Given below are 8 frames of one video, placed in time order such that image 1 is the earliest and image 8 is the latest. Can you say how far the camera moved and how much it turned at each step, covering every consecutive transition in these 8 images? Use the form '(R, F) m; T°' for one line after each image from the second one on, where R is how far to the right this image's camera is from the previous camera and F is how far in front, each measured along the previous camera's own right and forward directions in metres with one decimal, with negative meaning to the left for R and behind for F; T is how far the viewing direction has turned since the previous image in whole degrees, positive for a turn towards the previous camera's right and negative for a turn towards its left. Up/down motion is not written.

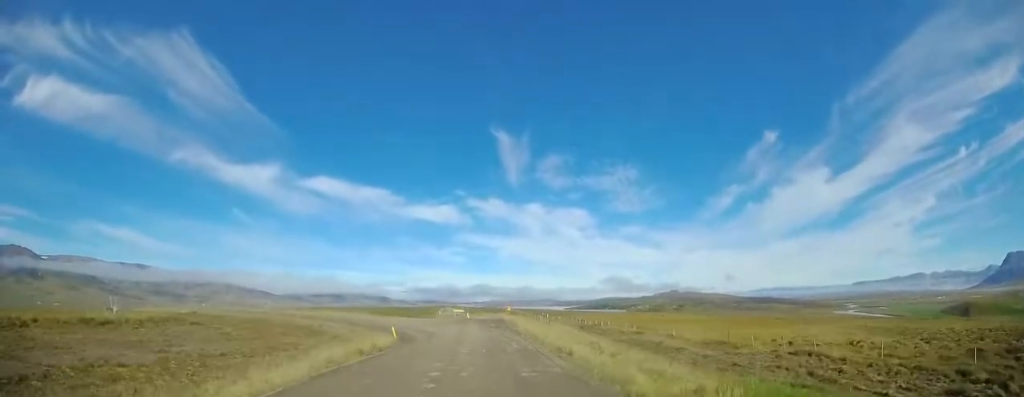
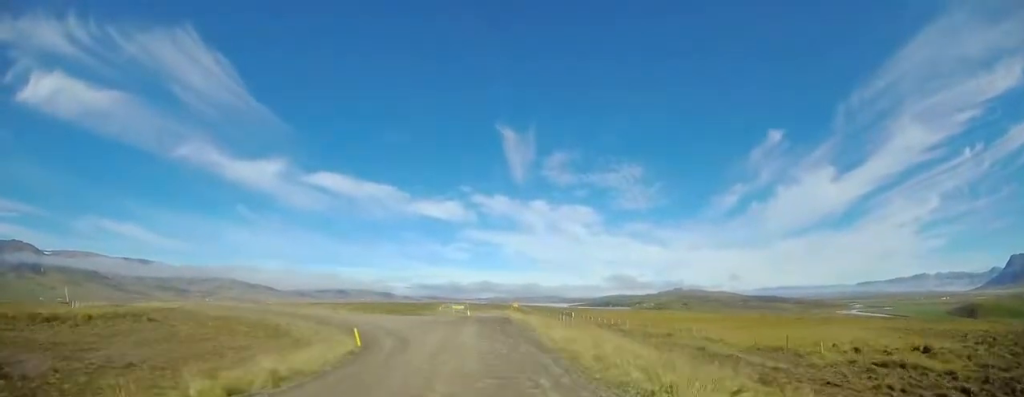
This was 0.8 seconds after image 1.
(-0.1, +8.0) m; -2°
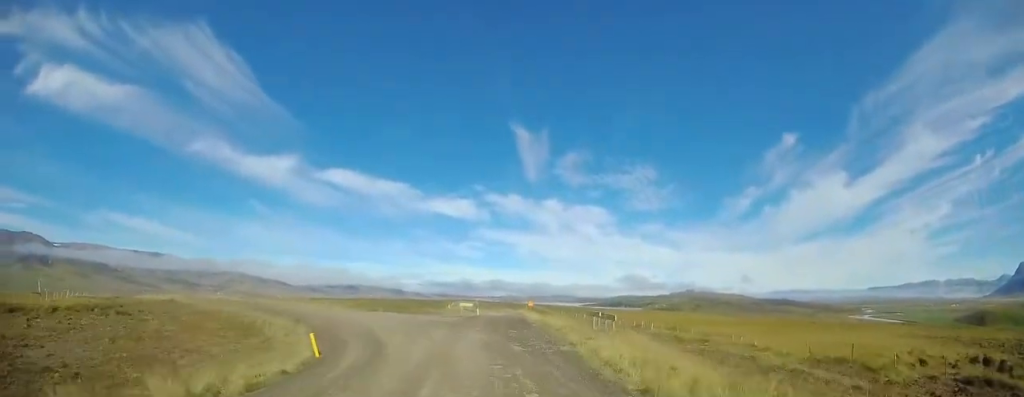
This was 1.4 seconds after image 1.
(0.0, +6.0) m; -2°
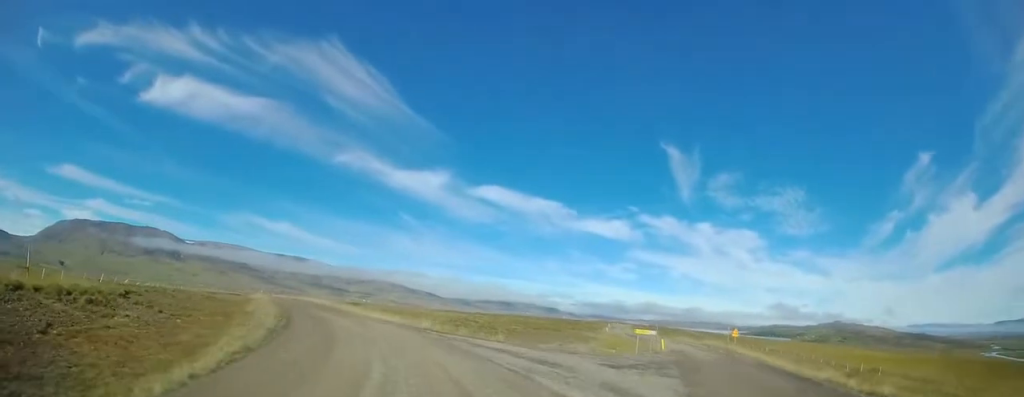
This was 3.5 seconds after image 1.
(-3.9, +17.6) m; -32°
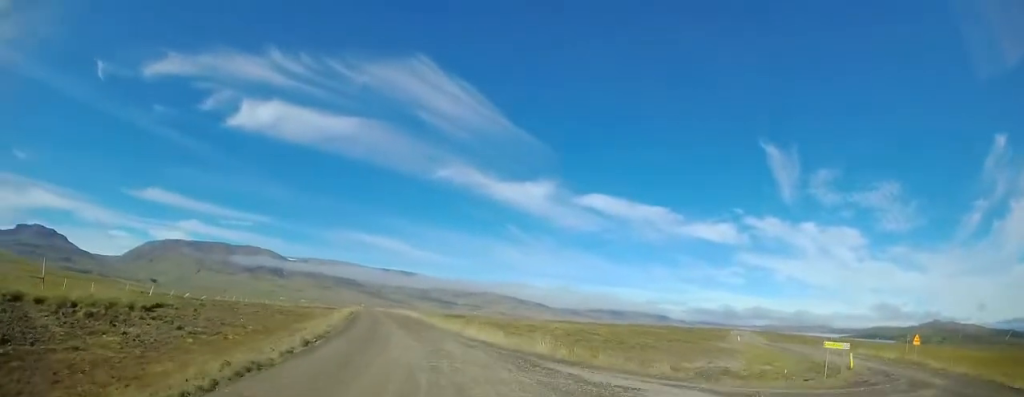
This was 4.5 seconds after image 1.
(-1.4, +8.7) m; -14°
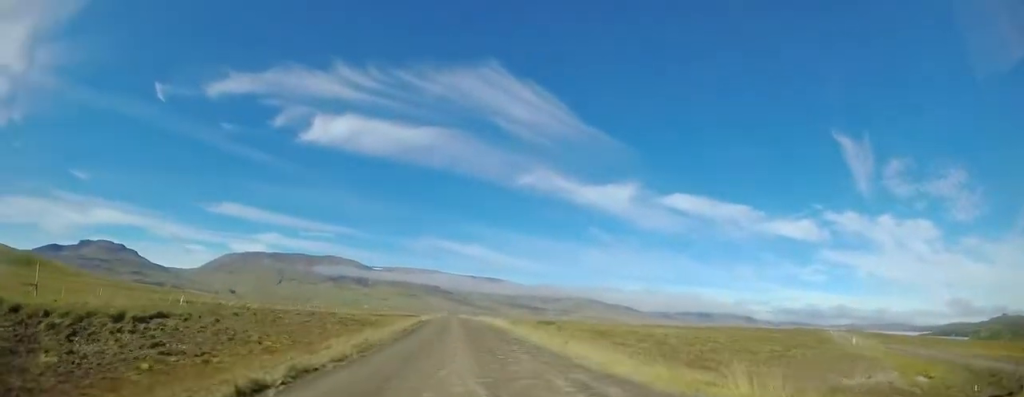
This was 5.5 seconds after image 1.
(-0.6, +8.6) m; -5°
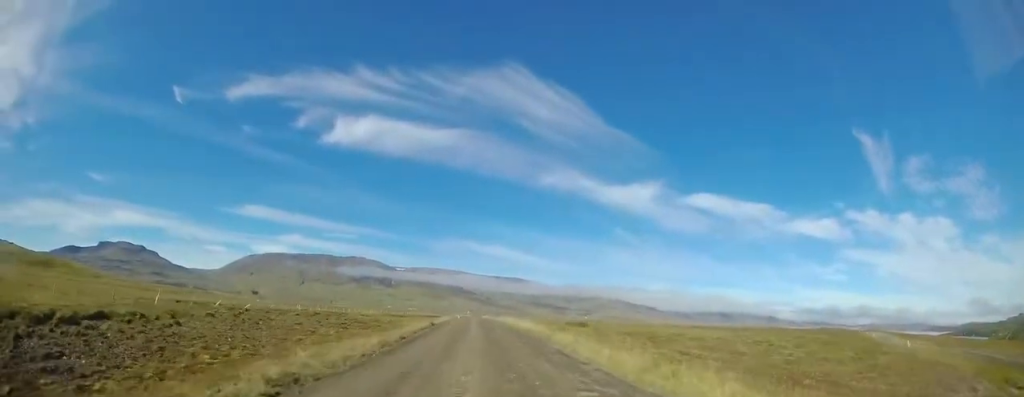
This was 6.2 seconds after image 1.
(-0.1, +7.3) m; -2°
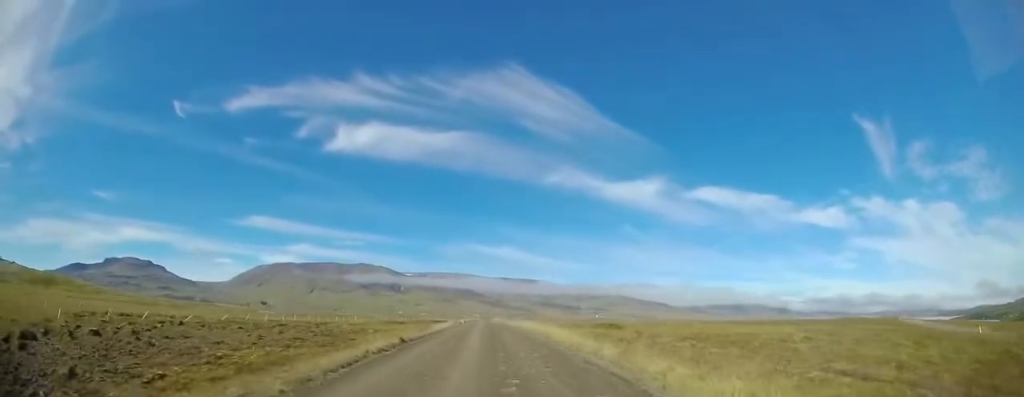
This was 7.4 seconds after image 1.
(-0.5, +13.1) m; -5°
